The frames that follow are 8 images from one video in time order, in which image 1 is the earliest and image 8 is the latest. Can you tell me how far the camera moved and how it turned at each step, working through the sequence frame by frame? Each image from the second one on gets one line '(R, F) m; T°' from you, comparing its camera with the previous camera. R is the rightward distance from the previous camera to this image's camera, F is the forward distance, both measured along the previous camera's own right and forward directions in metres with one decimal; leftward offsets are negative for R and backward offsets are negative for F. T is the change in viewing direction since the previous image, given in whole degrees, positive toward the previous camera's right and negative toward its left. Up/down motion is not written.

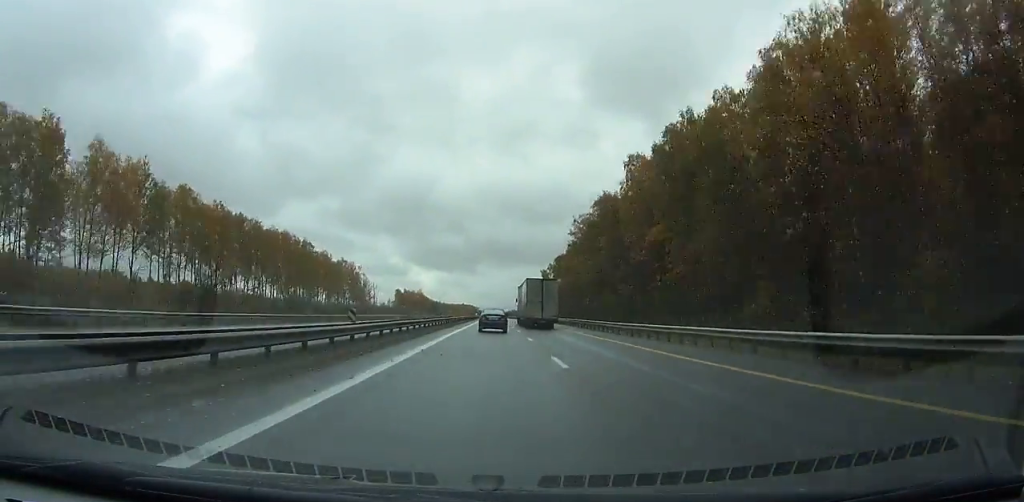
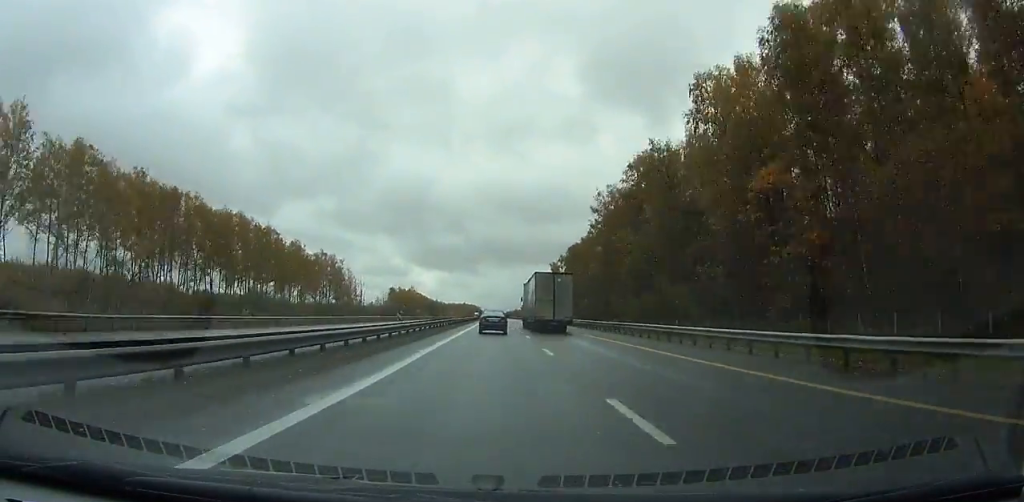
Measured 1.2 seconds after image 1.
(+0.1, +31.7) m; 0°
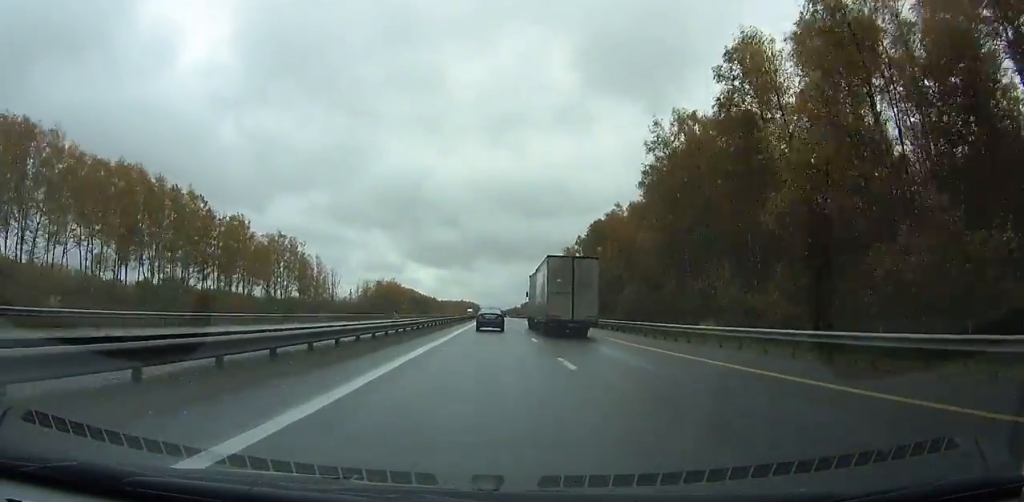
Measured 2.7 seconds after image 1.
(0.0, +40.4) m; 0°
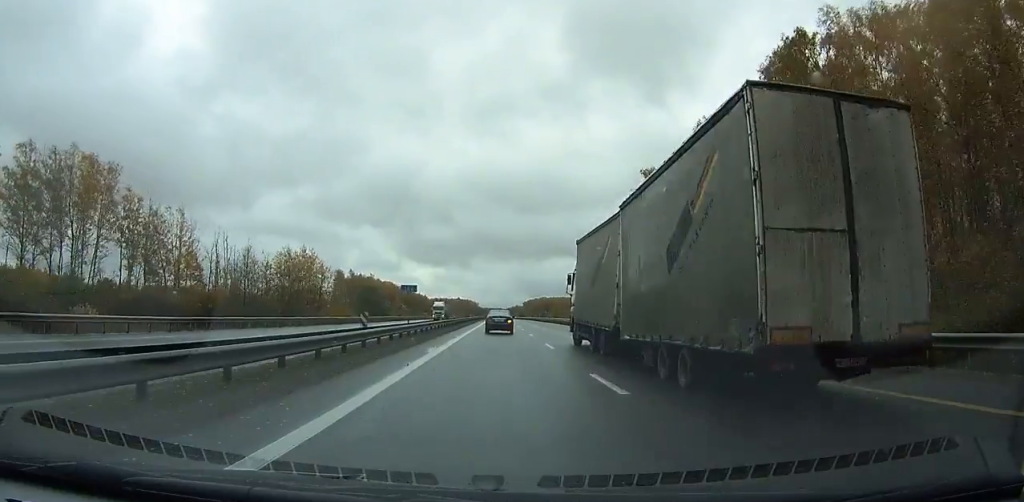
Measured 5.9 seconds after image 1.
(-0.3, +87.1) m; 0°
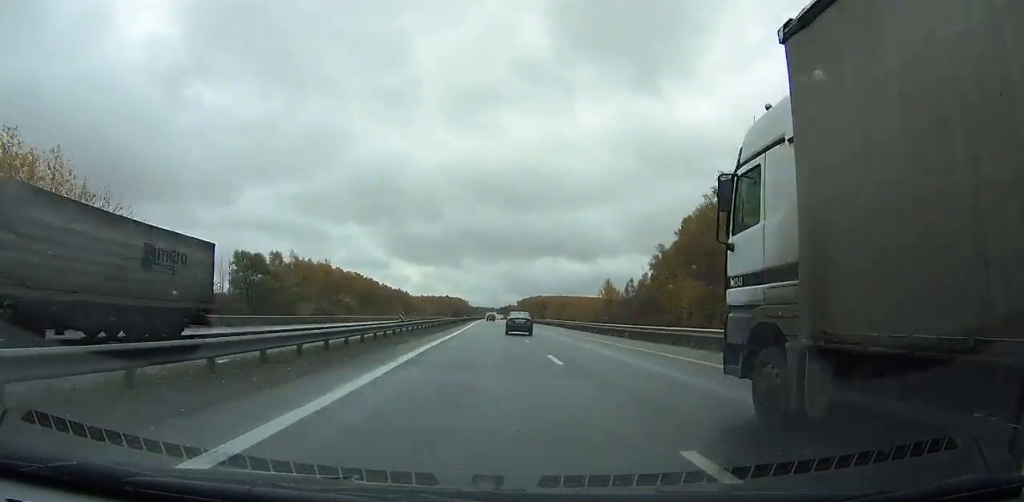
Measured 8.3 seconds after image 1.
(+0.1, +65.9) m; 0°
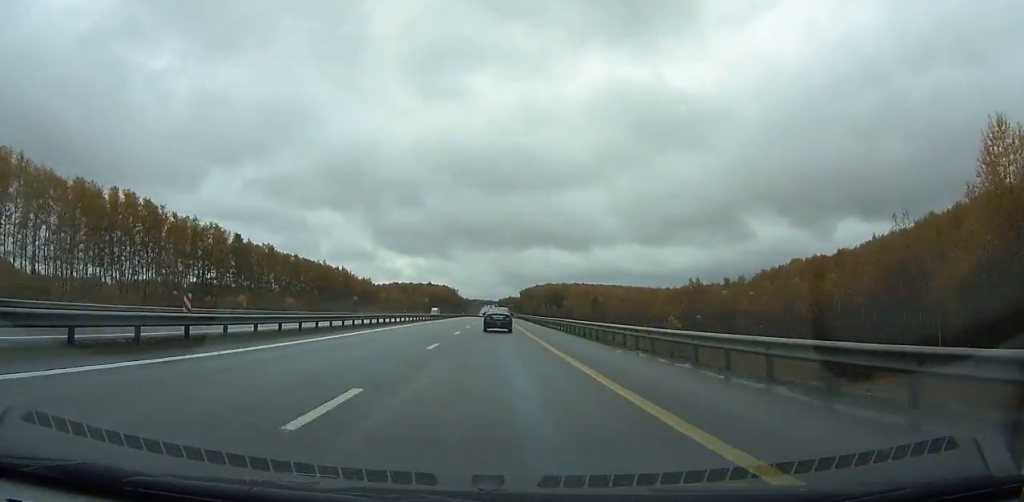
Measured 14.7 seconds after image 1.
(+1.5, +174.9) m; 0°
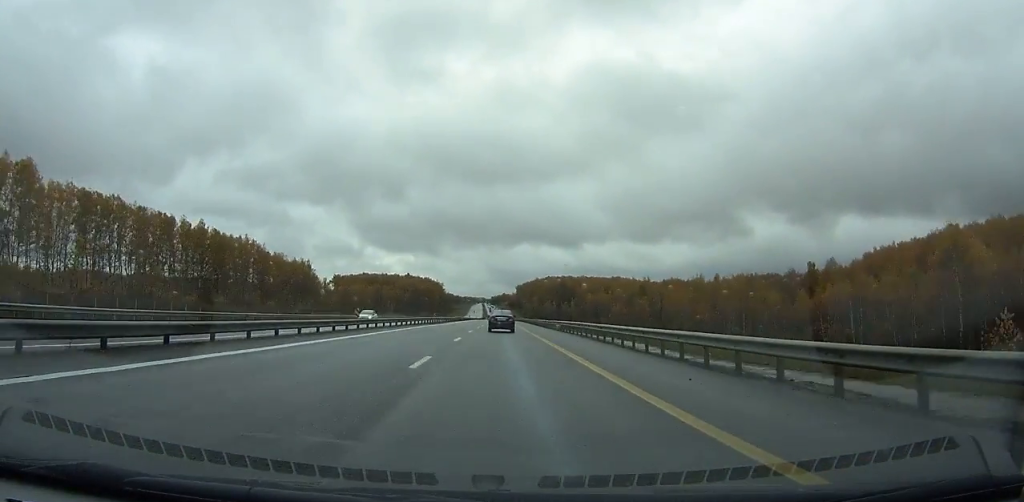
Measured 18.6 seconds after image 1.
(-0.5, +104.6) m; 0°
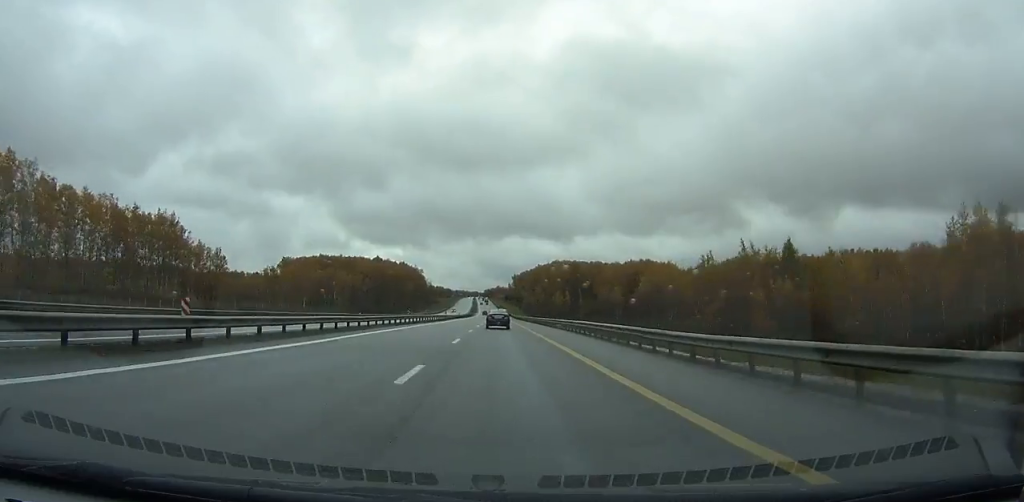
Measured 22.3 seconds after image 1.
(+1.0, +98.5) m; +1°
